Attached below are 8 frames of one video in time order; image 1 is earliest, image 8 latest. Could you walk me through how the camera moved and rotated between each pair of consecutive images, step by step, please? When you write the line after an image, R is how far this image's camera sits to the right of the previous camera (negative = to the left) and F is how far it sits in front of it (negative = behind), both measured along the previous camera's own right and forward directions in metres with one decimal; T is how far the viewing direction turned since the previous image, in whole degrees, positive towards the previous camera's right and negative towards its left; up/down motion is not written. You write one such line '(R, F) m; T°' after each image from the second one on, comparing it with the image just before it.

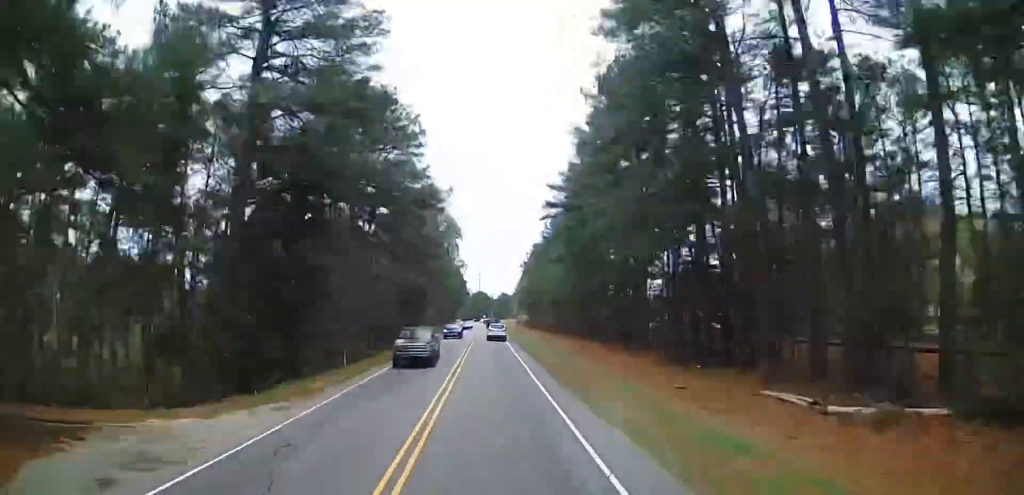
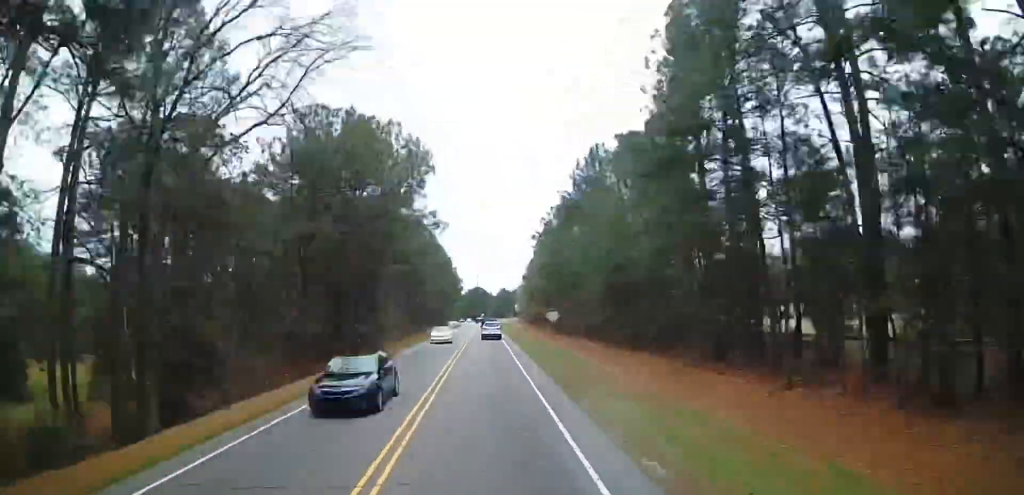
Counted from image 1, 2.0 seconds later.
(+0.5, +36.2) m; 0°
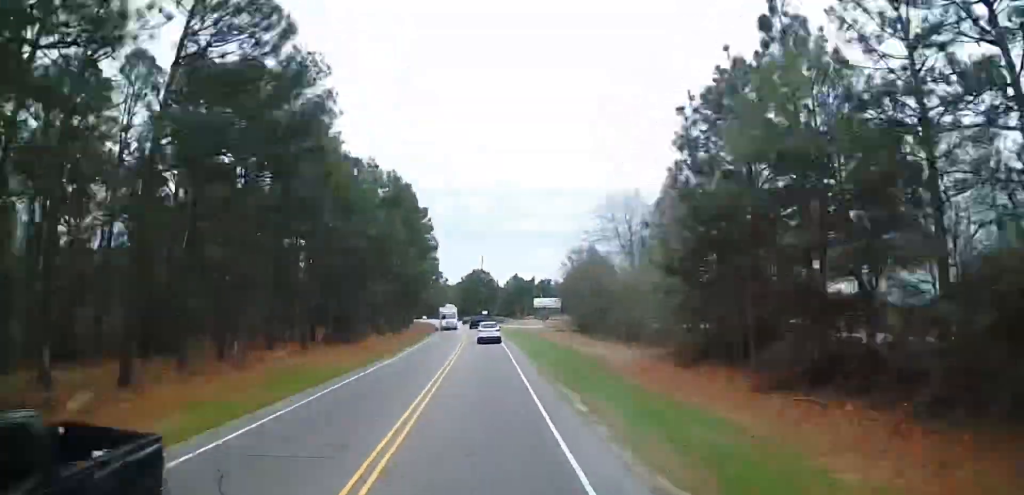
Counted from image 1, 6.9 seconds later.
(-0.7, +92.8) m; -1°
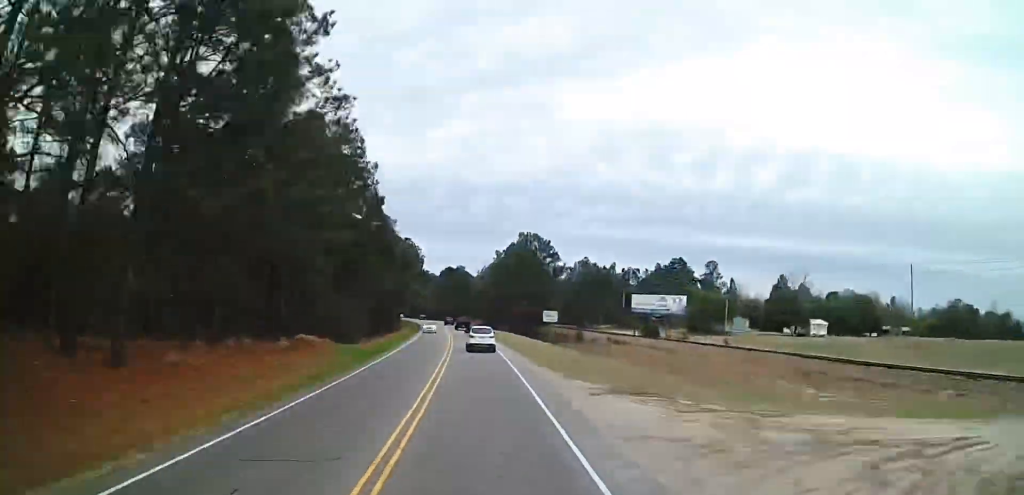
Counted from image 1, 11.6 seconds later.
(-2.9, +90.4) m; -5°
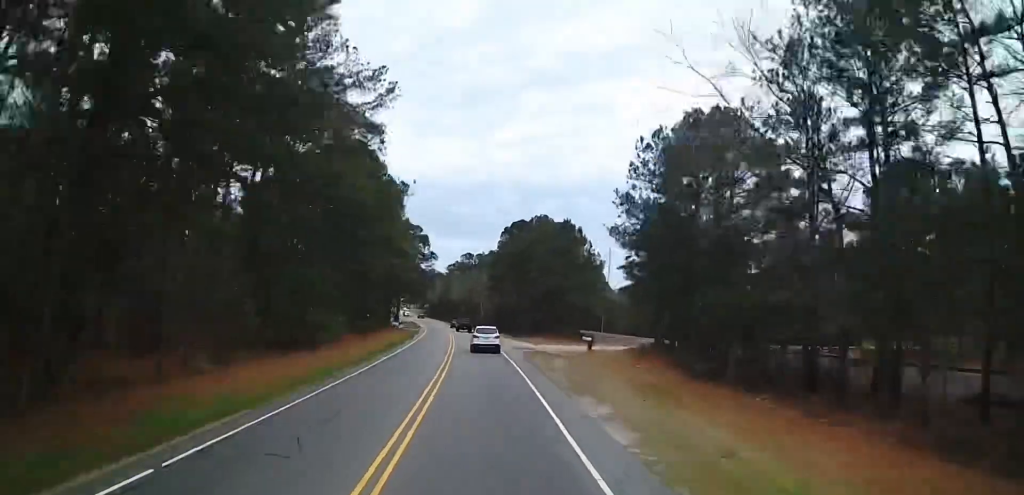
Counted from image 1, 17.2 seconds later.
(-8.1, +108.2) m; -7°
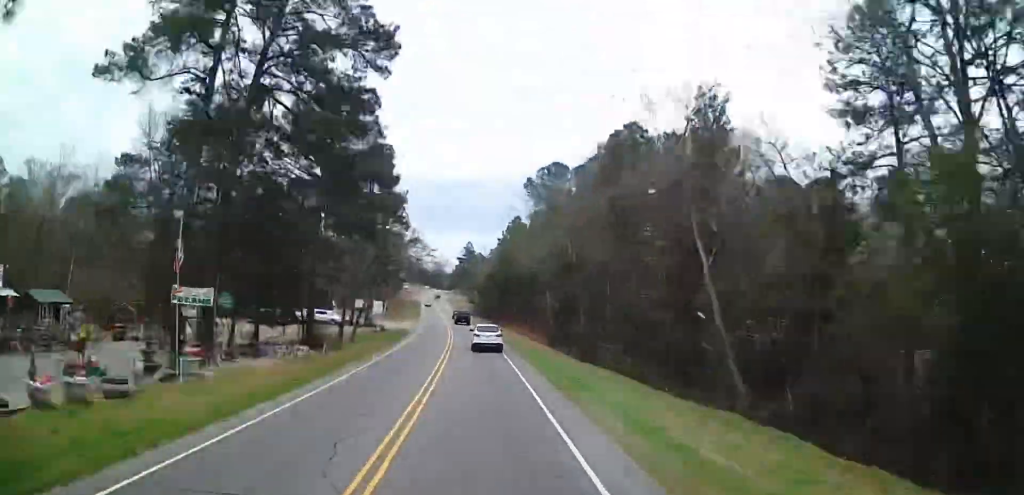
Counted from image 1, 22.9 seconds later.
(-4.4, +107.5) m; -6°
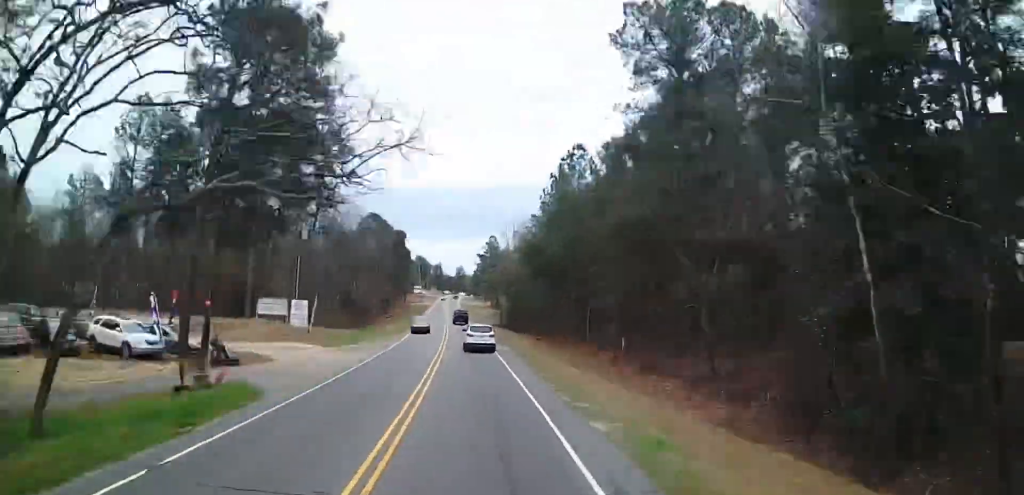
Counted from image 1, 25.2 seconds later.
(-1.8, +40.0) m; -3°
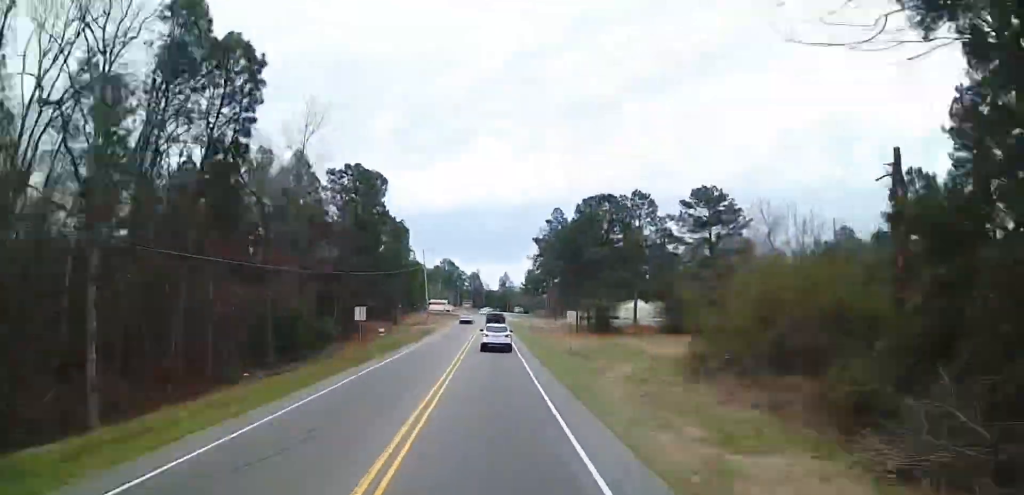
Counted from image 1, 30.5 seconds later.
(-4.4, +89.2) m; -5°
